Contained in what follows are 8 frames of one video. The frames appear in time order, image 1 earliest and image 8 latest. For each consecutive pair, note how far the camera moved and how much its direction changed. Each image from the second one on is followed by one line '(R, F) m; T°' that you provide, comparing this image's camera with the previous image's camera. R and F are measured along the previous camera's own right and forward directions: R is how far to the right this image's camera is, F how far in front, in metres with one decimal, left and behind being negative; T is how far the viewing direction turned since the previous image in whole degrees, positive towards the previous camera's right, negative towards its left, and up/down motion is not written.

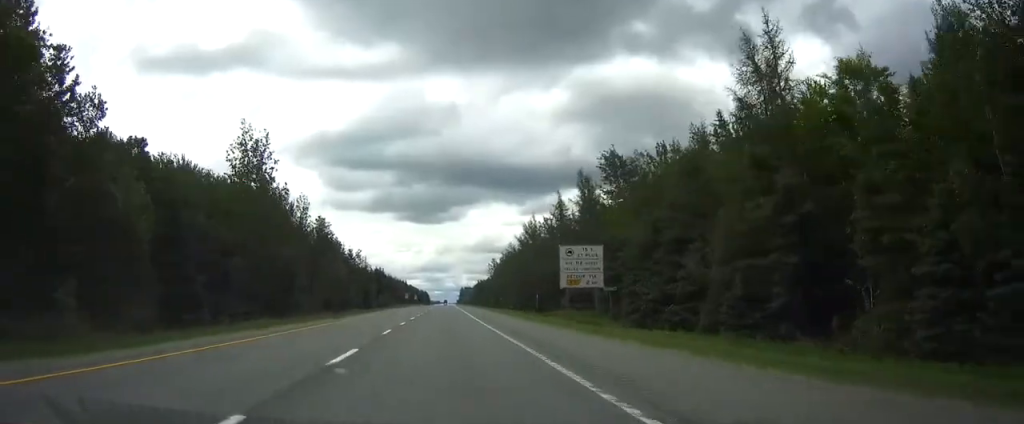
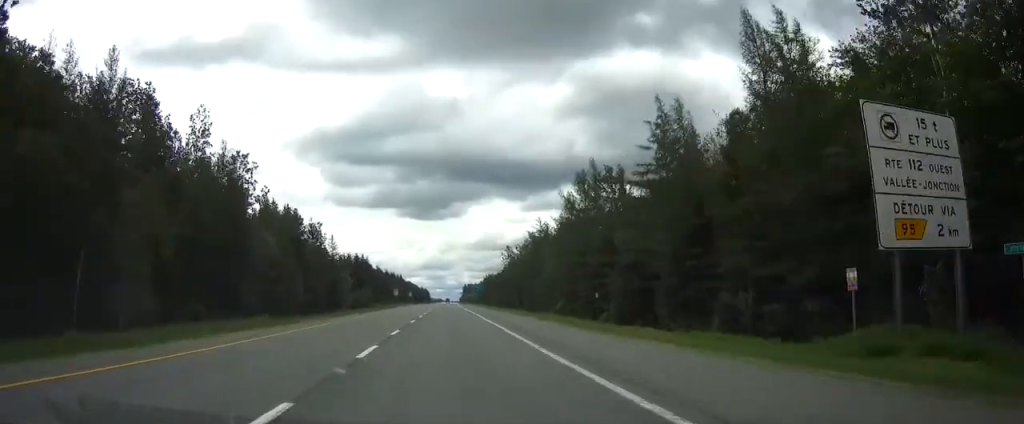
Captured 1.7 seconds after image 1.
(-0.1, +51.4) m; 0°
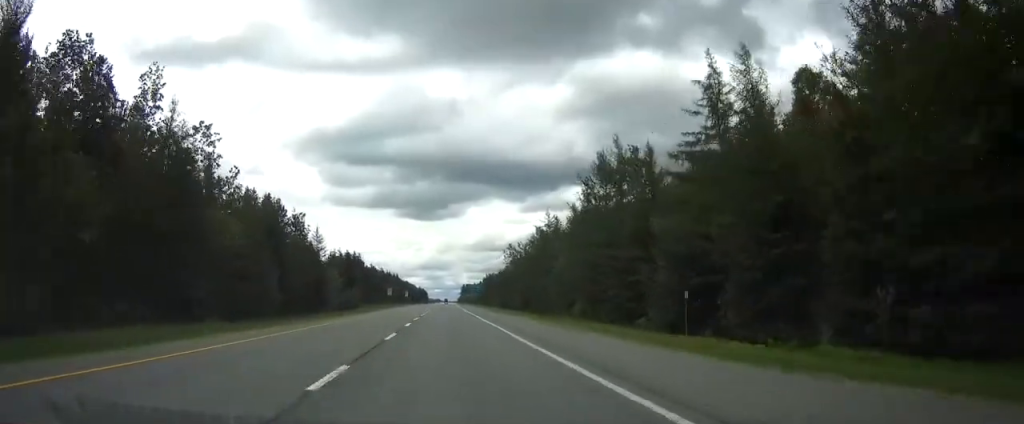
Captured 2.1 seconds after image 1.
(0.0, +12.3) m; 0°
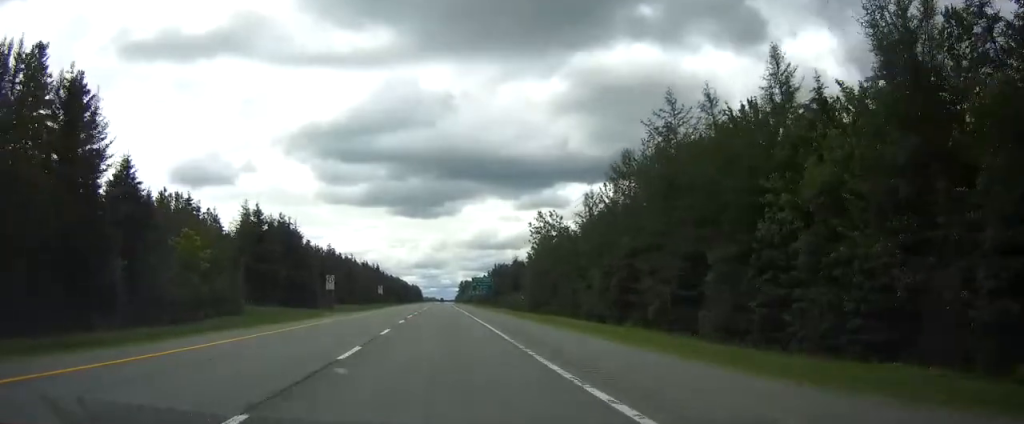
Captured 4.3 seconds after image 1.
(+0.3, +67.4) m; 0°
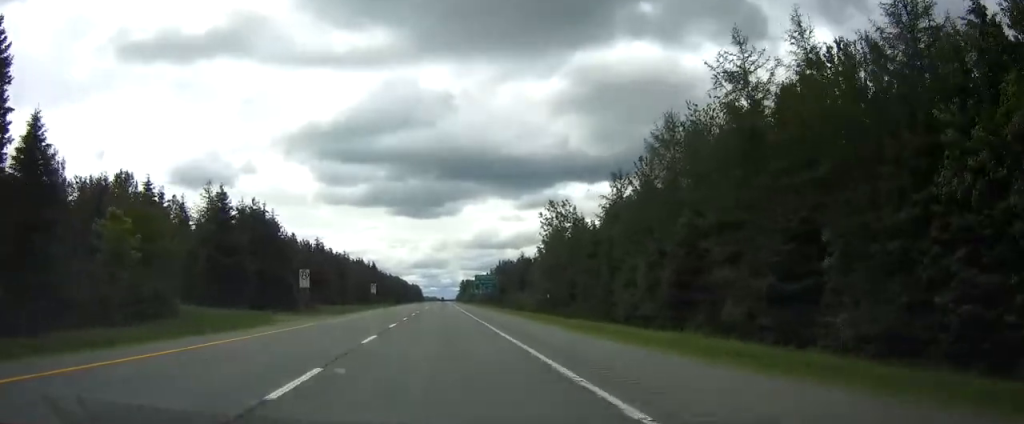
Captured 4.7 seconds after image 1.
(0.0, +13.3) m; 0°
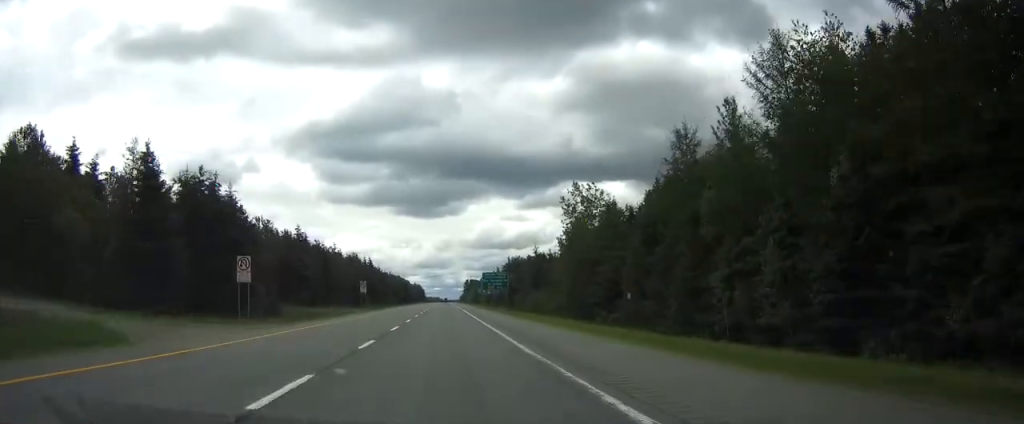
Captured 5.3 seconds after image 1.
(0.0, +18.4) m; 0°
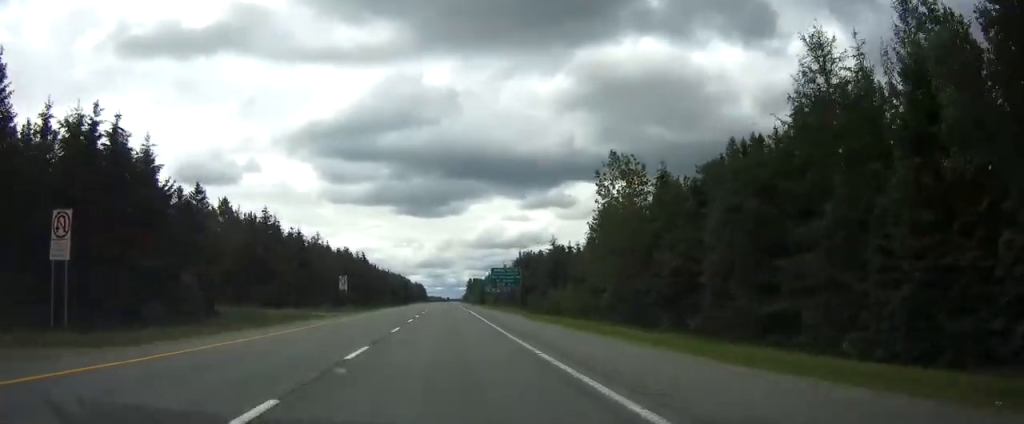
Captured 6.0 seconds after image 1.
(0.0, +20.5) m; 0°
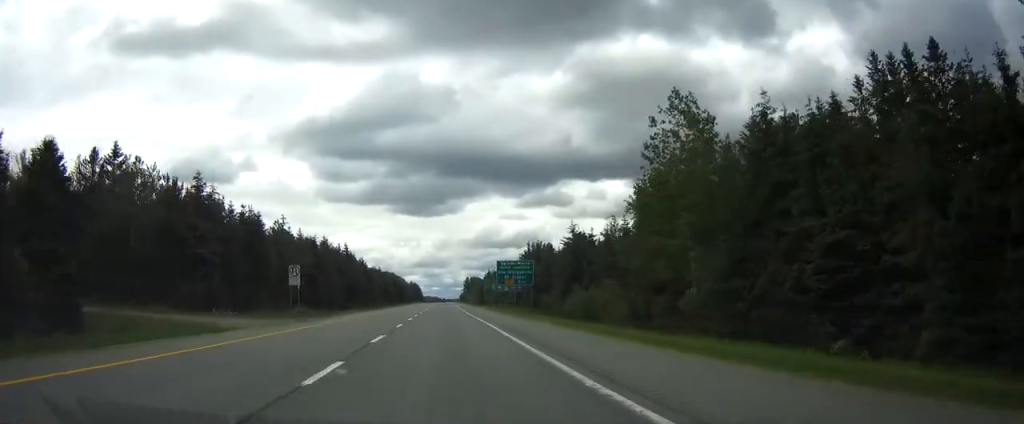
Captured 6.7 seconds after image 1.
(0.0, +22.5) m; 0°
